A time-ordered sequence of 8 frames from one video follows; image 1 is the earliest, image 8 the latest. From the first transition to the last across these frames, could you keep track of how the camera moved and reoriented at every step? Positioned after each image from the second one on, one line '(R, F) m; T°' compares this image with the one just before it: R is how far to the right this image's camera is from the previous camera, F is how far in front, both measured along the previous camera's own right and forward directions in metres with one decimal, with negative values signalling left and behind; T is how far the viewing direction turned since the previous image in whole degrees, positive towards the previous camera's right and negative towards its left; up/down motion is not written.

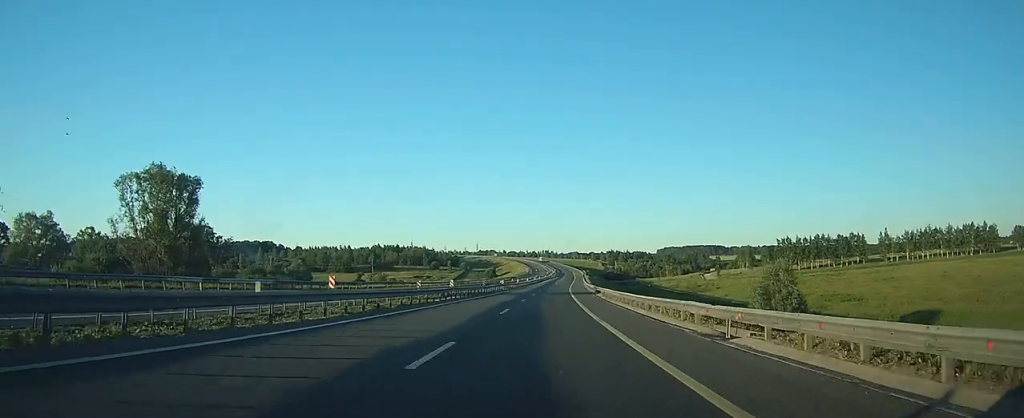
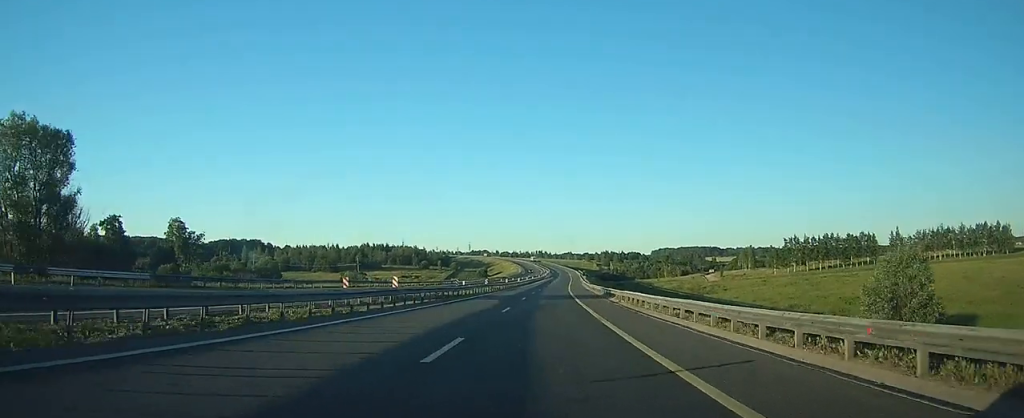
(0.0, +15.6) m; +1°
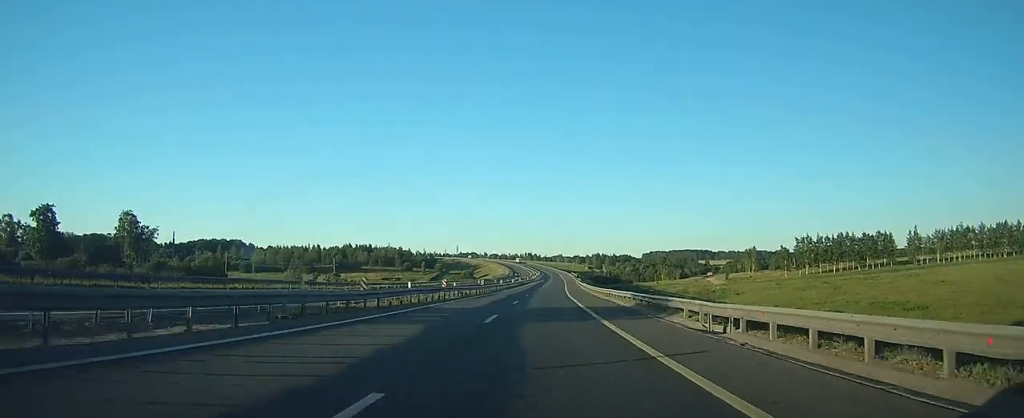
(+0.2, +22.8) m; +1°
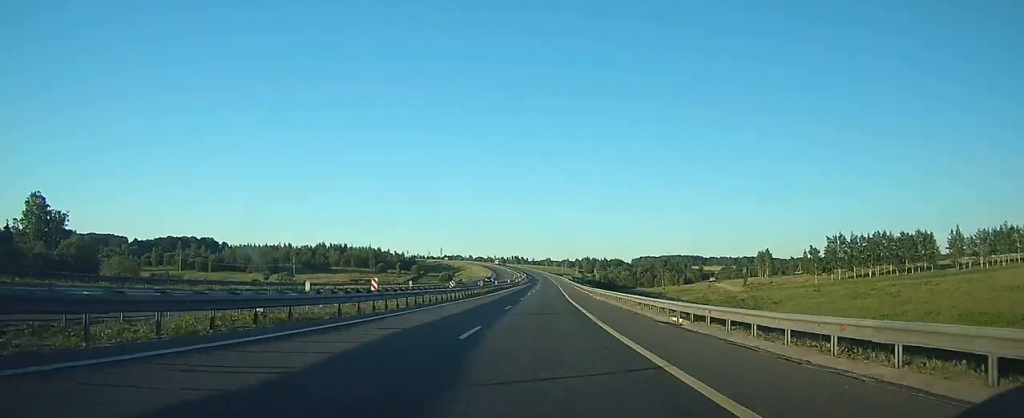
(+0.5, +37.1) m; +2°
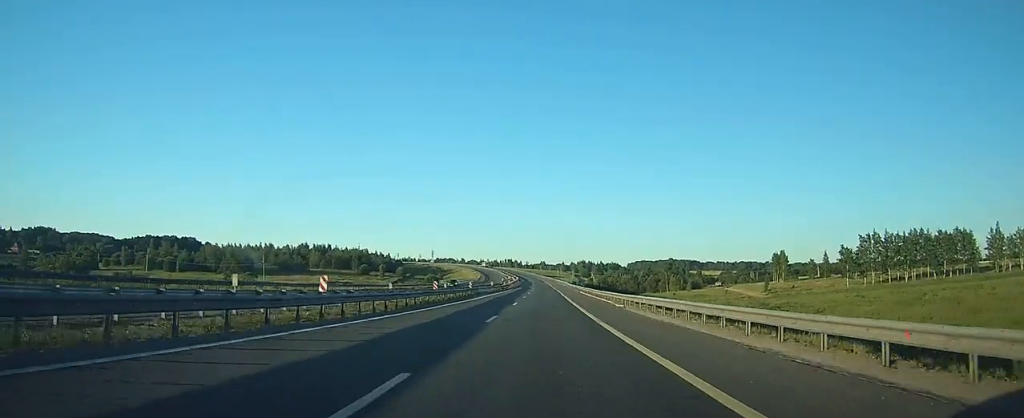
(+0.3, +25.6) m; +1°
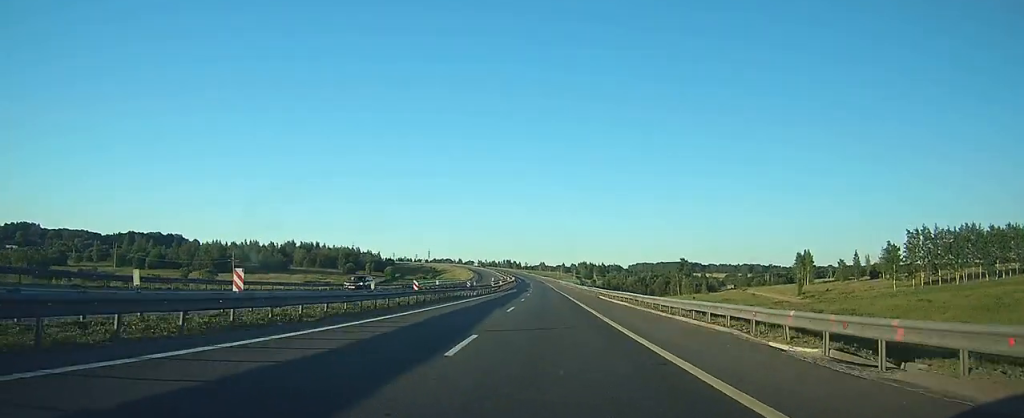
(+0.2, +25.6) m; +1°
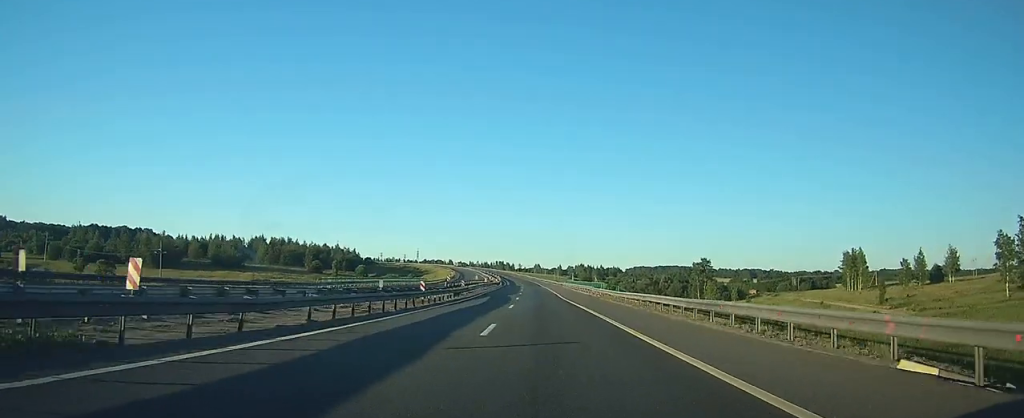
(0.0, +44.1) m; 0°
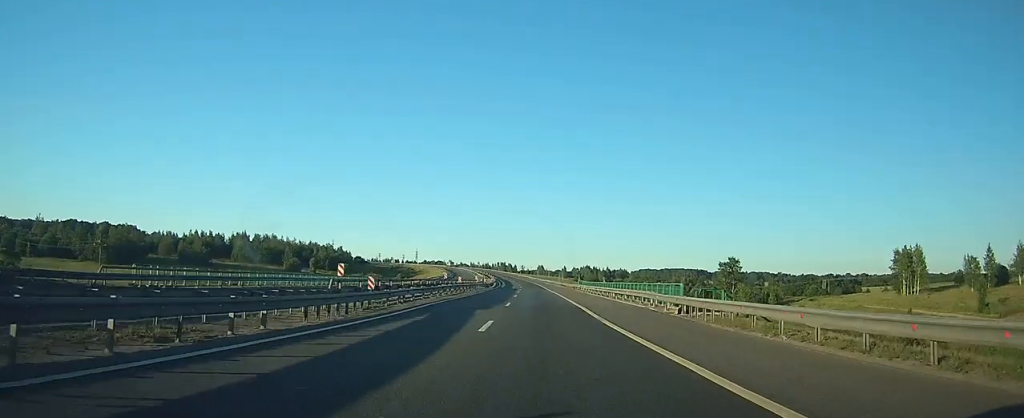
(+0.1, +30.9) m; 0°
